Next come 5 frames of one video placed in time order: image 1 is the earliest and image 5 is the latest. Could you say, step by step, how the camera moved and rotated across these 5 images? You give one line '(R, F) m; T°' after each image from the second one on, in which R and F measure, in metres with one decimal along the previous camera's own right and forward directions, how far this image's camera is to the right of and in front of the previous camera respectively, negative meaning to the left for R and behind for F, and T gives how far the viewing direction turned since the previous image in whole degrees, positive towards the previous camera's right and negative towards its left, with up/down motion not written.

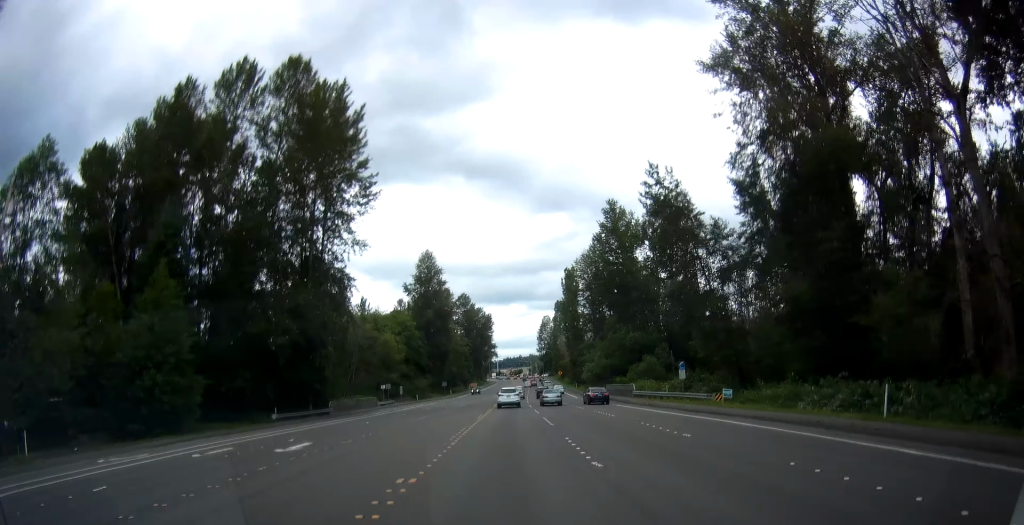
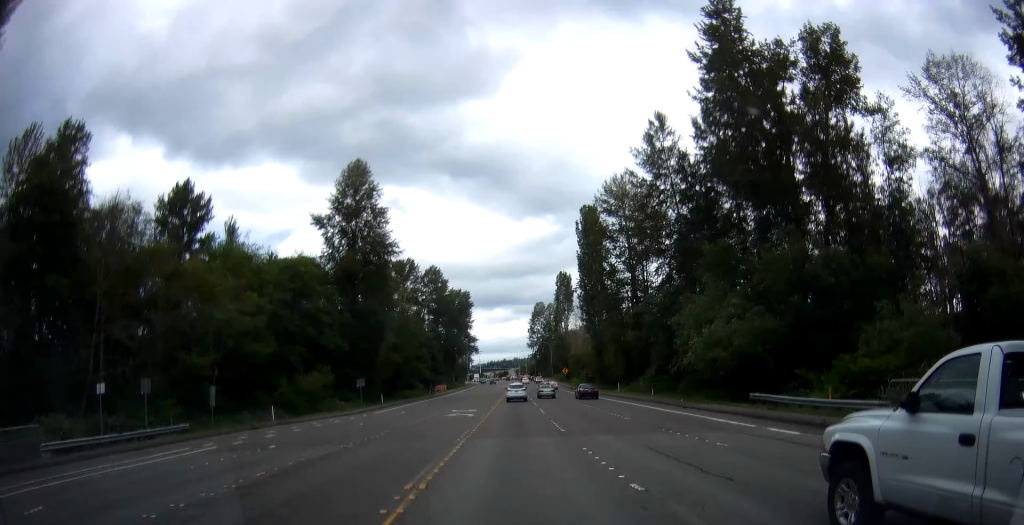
(-0.1, +64.7) m; +1°
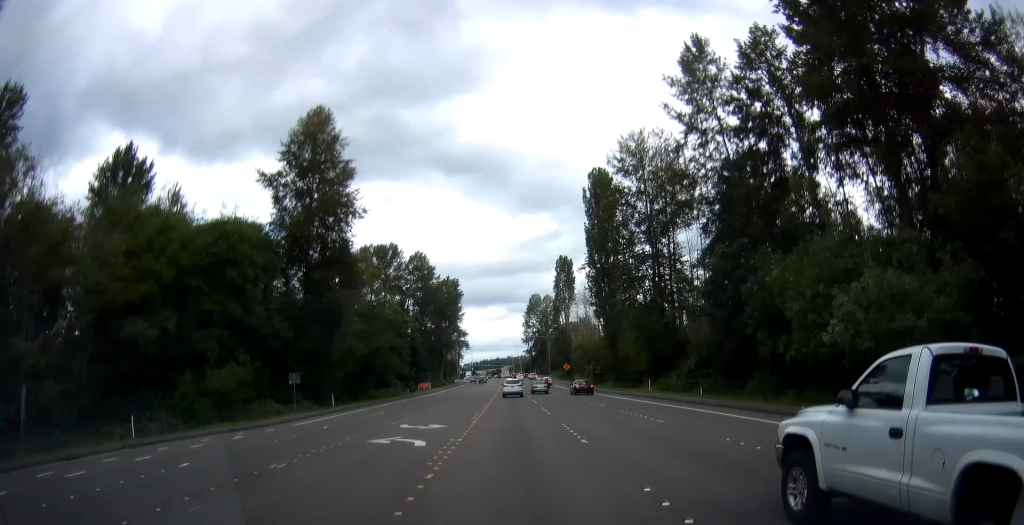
(-0.3, +18.4) m; 0°
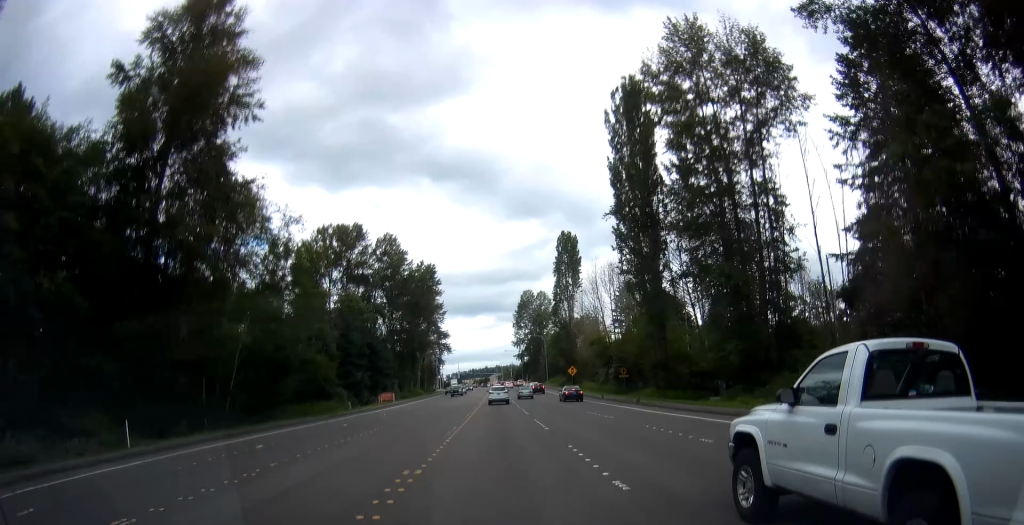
(+1.0, +30.4) m; +2°
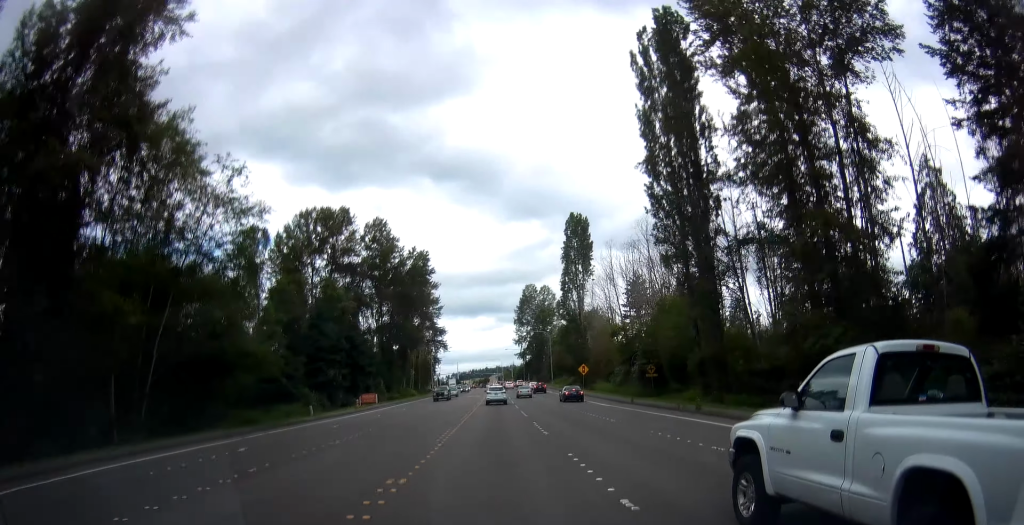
(0.0, +13.5) m; -1°
